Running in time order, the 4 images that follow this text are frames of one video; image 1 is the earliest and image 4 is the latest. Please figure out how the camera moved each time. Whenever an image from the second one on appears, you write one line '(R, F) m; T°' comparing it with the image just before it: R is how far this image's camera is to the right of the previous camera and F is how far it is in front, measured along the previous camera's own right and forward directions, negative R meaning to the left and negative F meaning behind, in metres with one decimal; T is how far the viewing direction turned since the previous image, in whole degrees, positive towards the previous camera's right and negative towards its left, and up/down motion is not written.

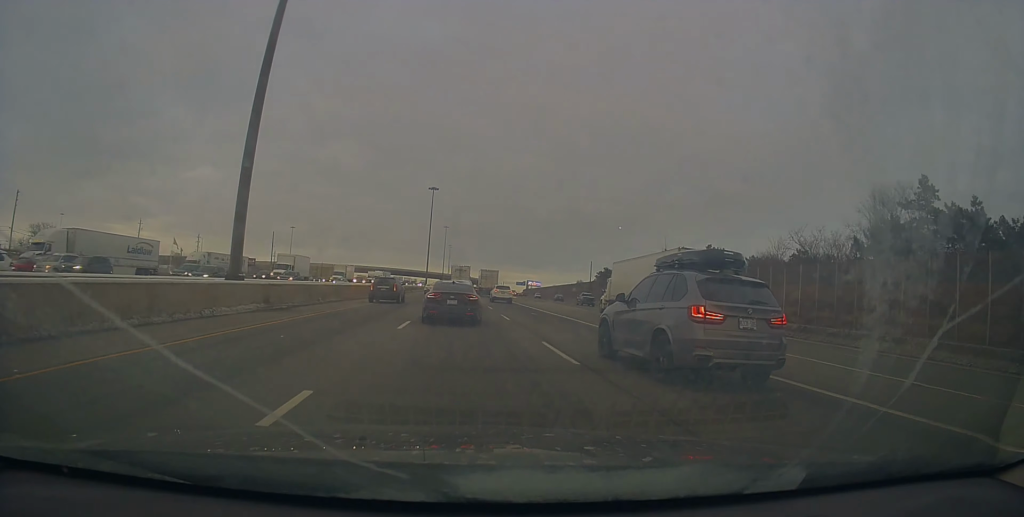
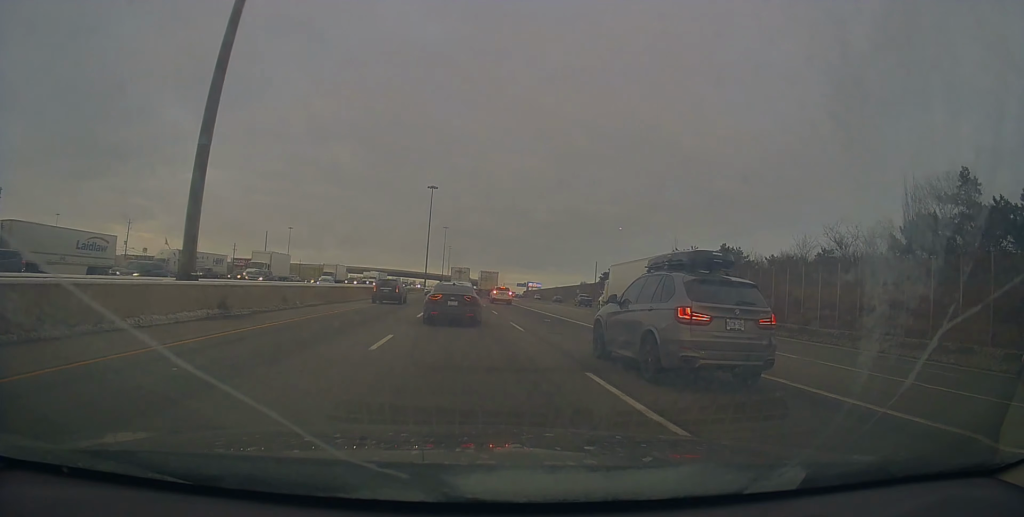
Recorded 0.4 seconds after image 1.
(-0.1, +4.8) m; -1°
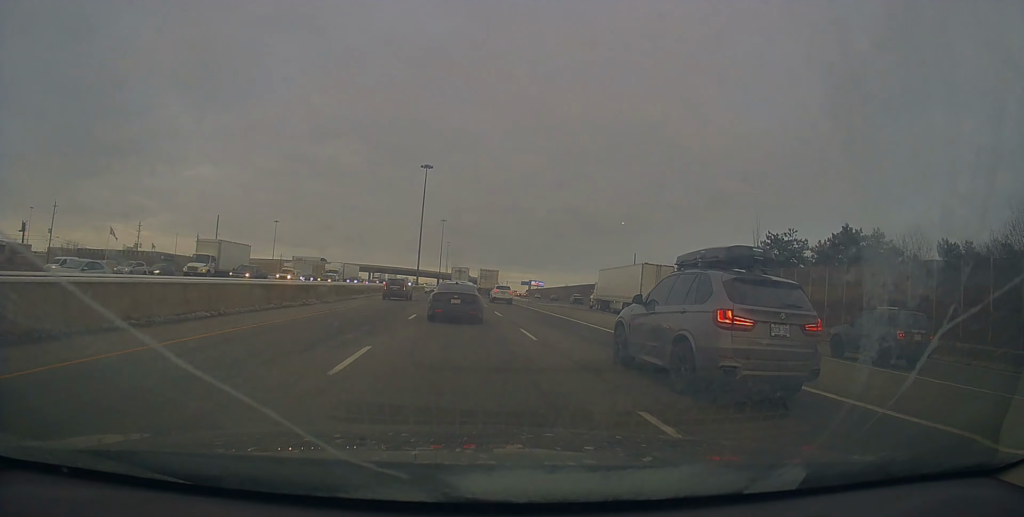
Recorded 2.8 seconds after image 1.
(-0.8, +27.3) m; +1°
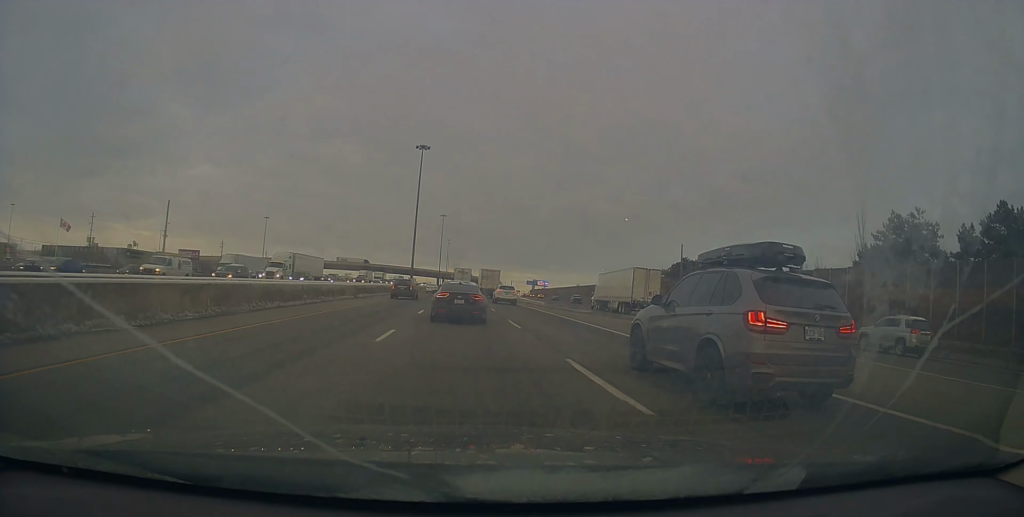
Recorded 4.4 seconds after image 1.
(+0.1, +20.0) m; -2°
